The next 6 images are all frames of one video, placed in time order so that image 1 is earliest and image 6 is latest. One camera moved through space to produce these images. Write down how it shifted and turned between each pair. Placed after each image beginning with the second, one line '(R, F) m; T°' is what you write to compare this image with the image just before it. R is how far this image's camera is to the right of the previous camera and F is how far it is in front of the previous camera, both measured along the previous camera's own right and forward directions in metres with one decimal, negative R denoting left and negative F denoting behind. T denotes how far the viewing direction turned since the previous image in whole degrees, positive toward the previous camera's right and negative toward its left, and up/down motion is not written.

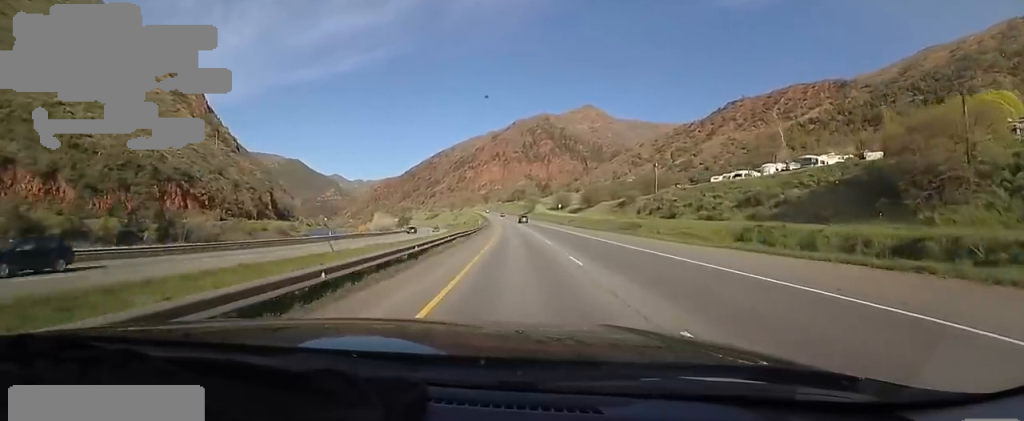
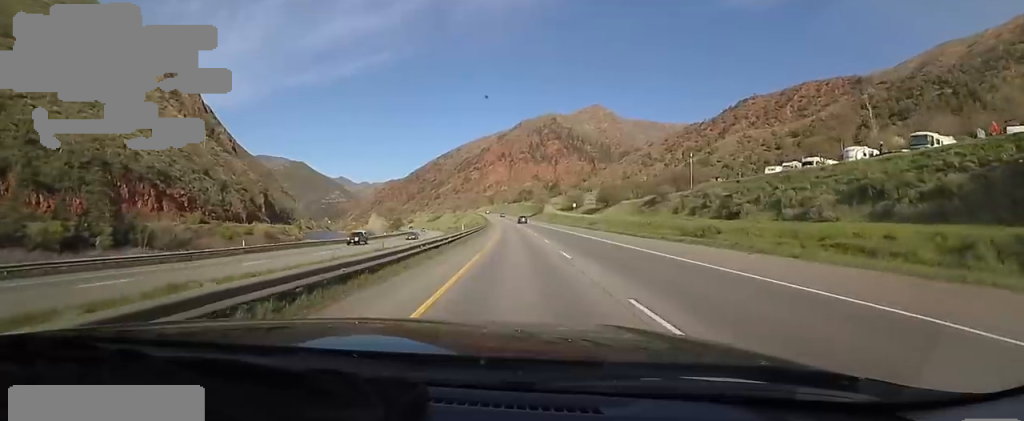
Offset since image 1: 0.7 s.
(-0.8, +21.9) m; -2°
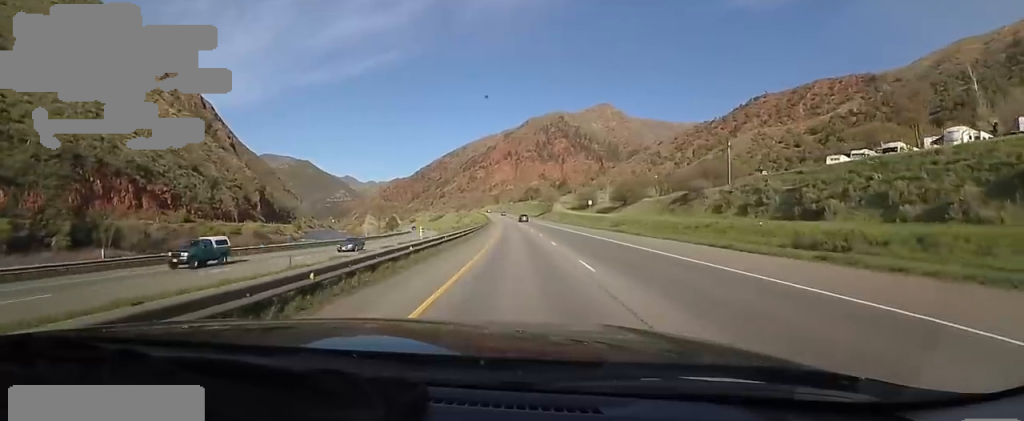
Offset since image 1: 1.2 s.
(-0.4, +16.7) m; -1°
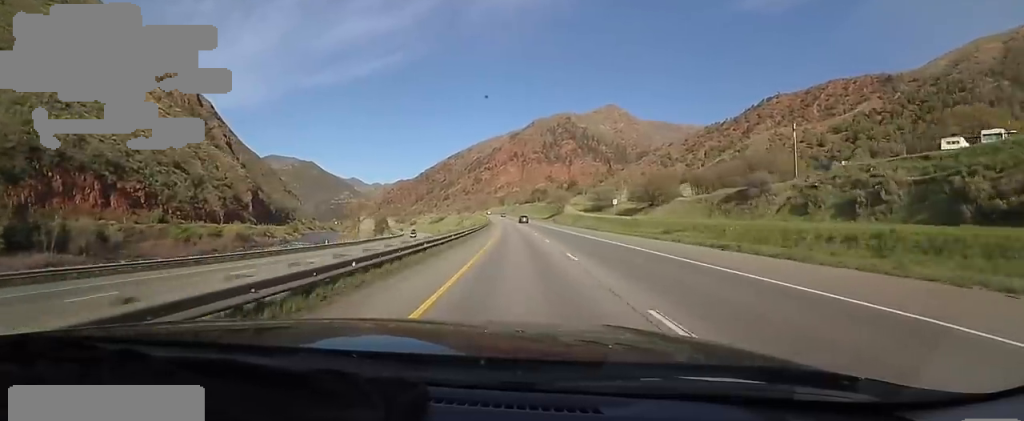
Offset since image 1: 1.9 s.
(0.0, +20.8) m; 0°
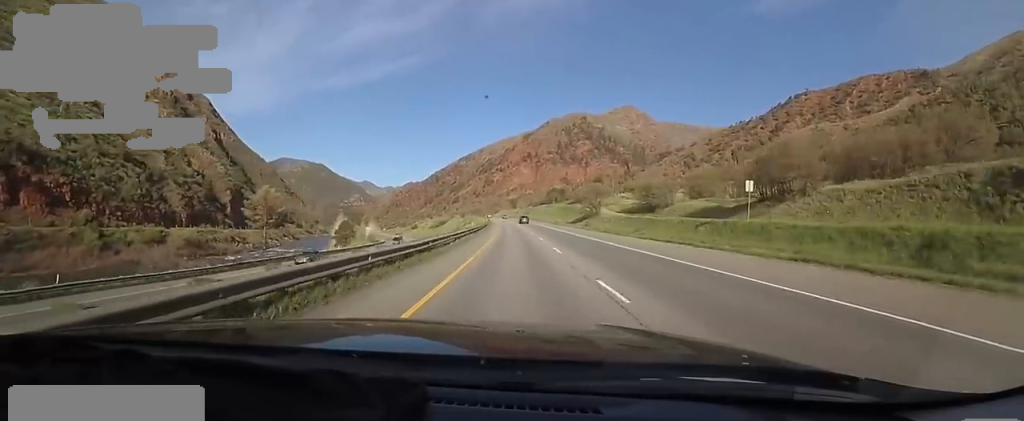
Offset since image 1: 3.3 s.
(0.0, +44.6) m; 0°
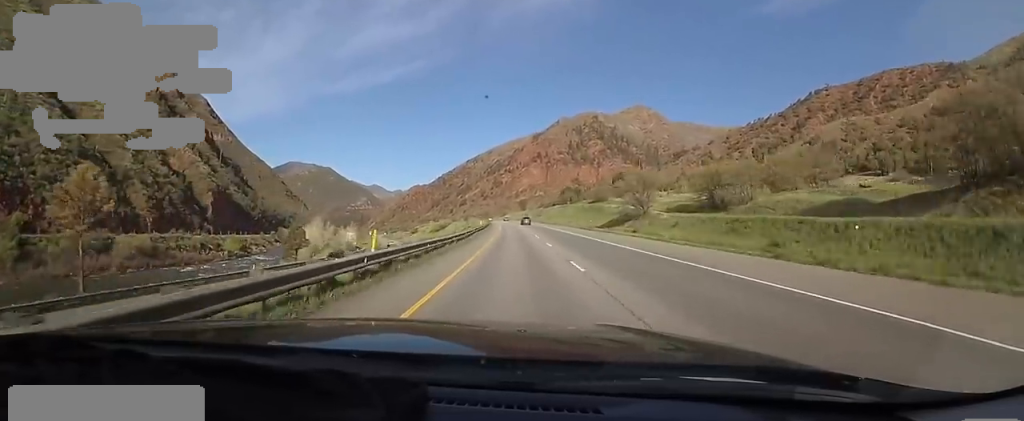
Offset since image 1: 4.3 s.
(0.0, +31.1) m; -1°
